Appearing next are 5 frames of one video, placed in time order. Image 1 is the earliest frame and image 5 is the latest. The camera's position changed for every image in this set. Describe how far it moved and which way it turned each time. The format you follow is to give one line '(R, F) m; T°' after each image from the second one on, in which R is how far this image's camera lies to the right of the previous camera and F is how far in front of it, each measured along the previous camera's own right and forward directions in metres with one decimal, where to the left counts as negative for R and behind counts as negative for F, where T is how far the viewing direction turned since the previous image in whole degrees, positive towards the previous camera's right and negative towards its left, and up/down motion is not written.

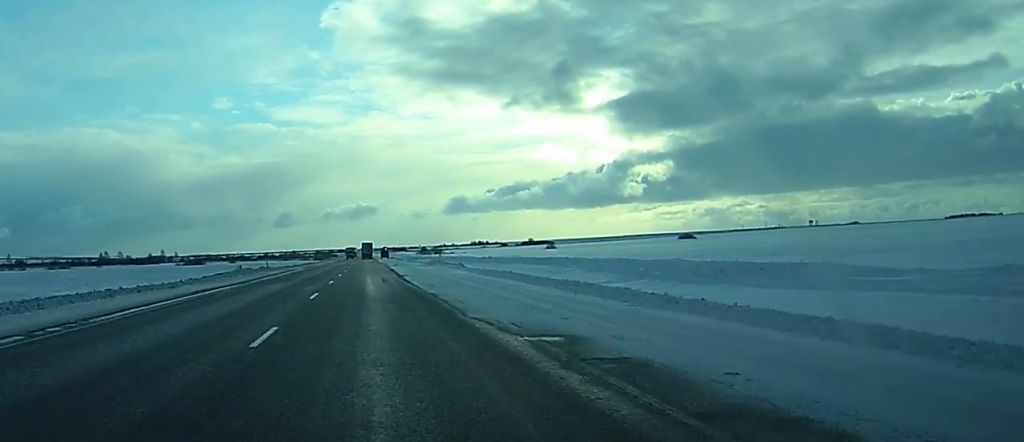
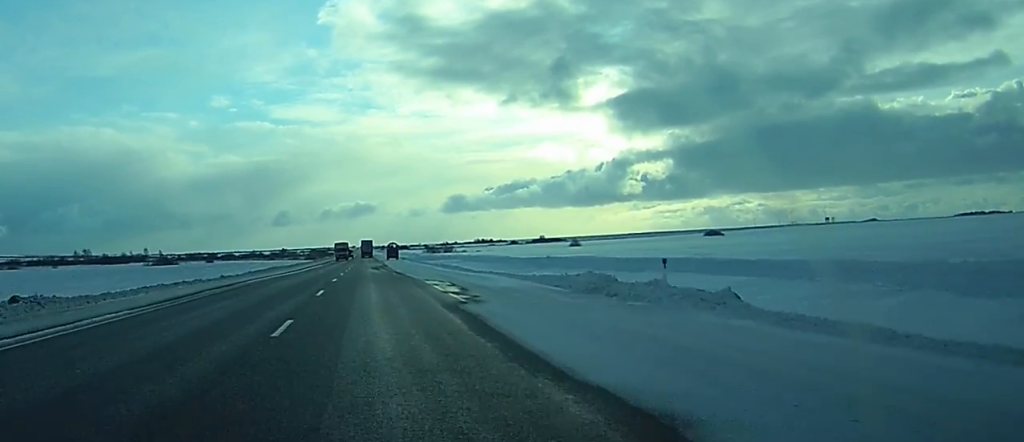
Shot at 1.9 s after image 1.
(0.0, +59.2) m; 0°
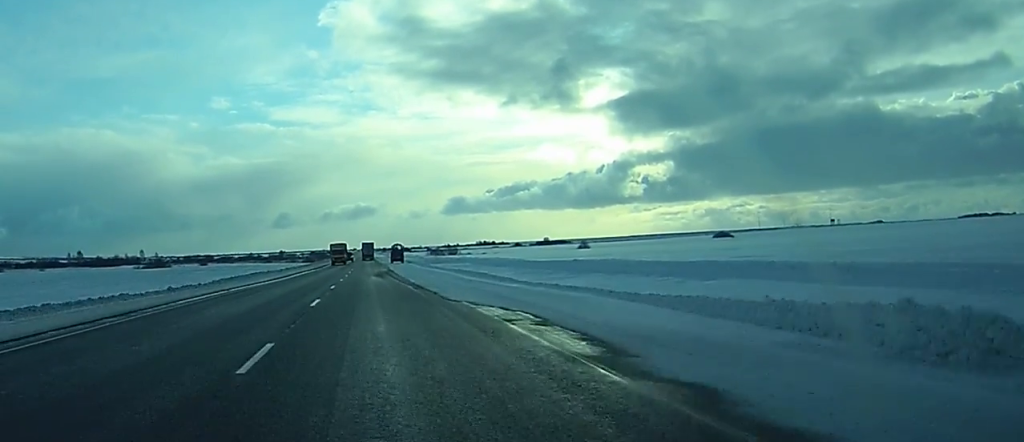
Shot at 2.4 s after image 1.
(0.0, +15.8) m; 0°
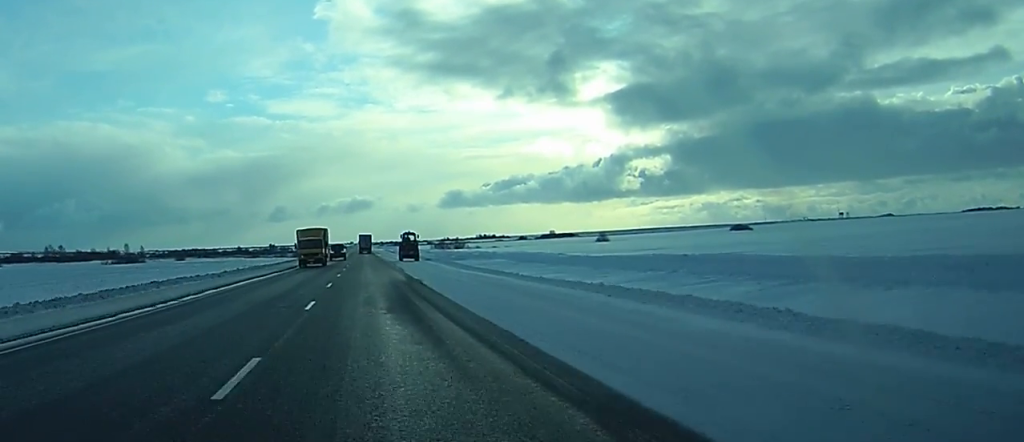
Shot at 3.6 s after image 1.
(-0.1, +37.7) m; 0°
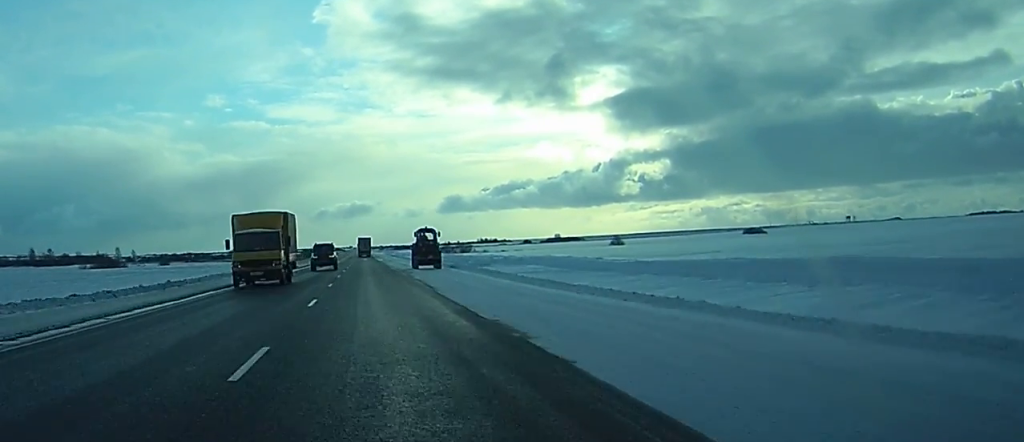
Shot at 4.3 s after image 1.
(0.0, +23.0) m; 0°
